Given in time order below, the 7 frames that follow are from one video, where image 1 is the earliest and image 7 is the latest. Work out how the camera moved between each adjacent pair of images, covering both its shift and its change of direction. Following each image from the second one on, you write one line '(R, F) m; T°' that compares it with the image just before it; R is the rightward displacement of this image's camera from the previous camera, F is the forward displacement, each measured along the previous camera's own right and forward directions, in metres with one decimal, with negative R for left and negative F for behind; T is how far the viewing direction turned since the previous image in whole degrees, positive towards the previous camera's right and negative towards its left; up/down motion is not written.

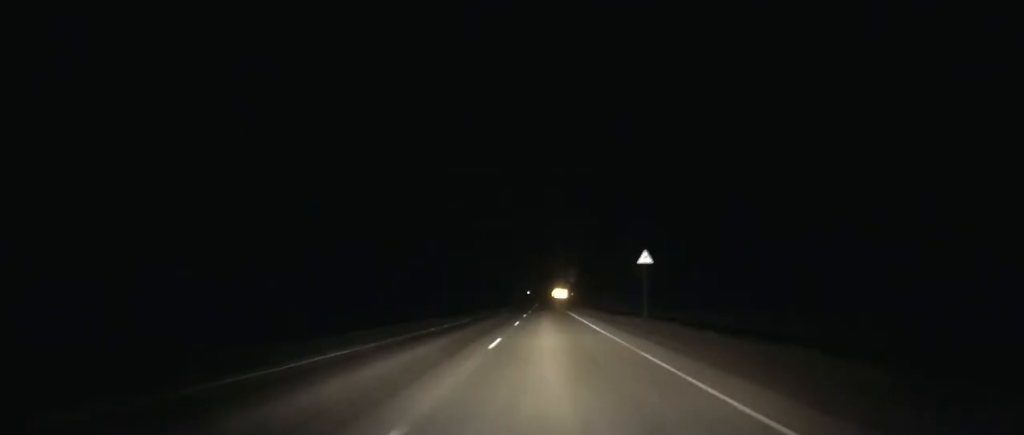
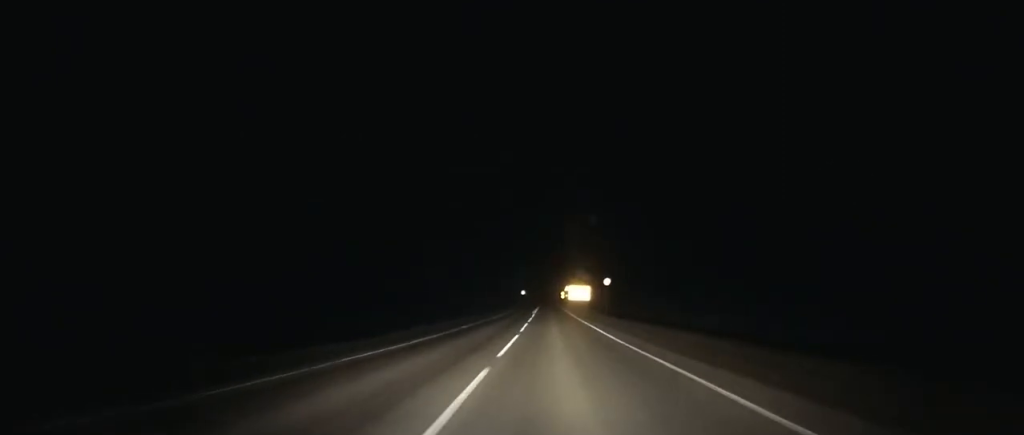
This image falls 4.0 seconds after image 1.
(-0.4, +117.8) m; 0°
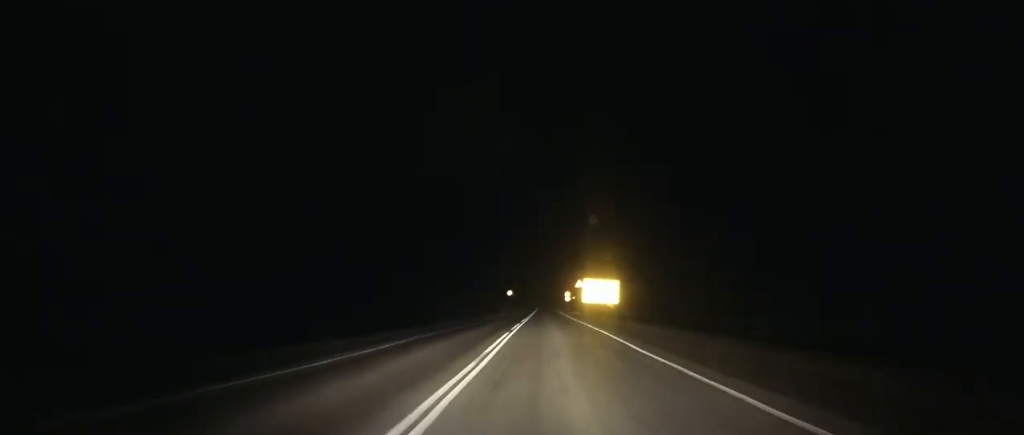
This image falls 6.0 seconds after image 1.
(+0.1, +55.4) m; 0°
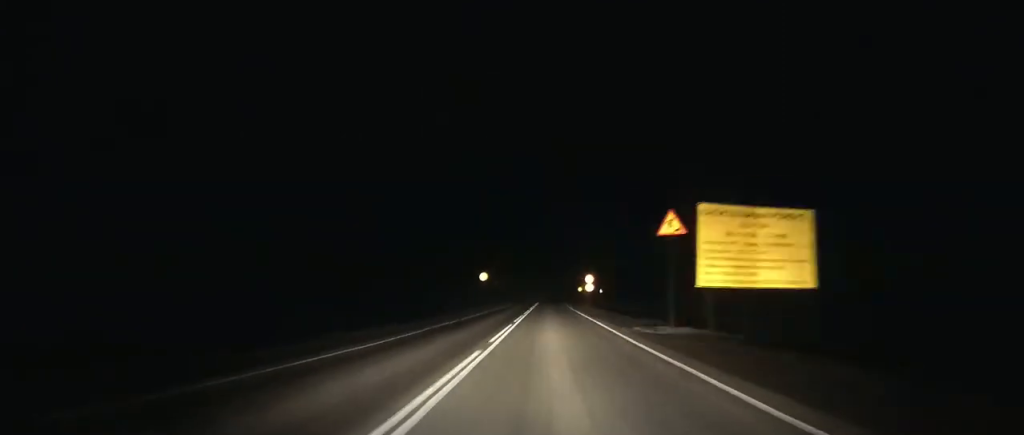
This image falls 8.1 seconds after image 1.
(+0.1, +54.3) m; 0°
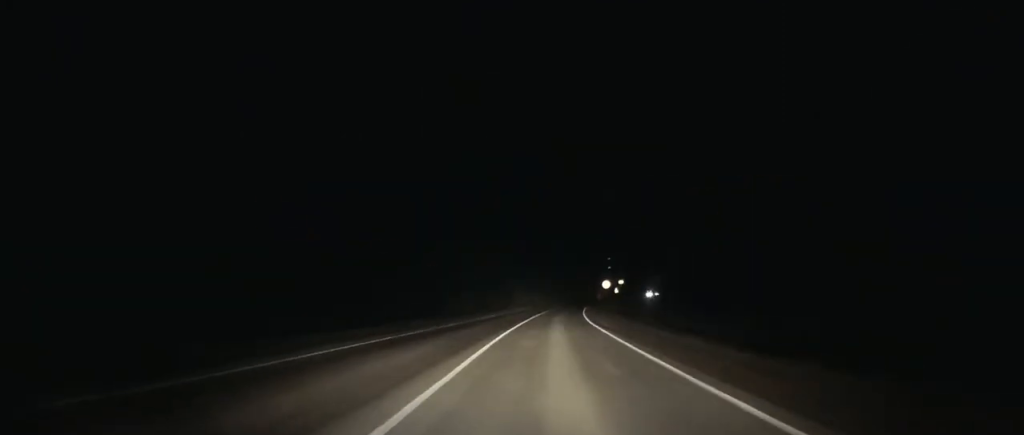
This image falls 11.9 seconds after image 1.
(+0.3, +91.9) m; +2°
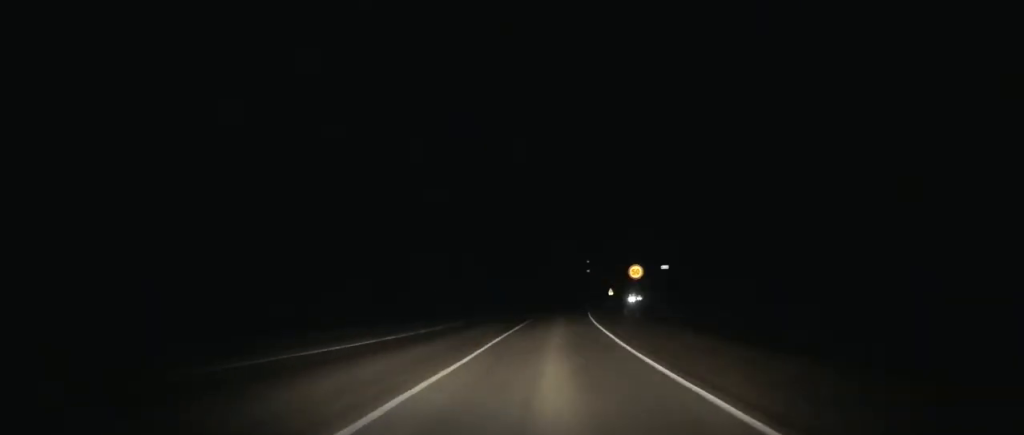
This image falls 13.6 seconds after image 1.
(+0.5, +40.1) m; +2°
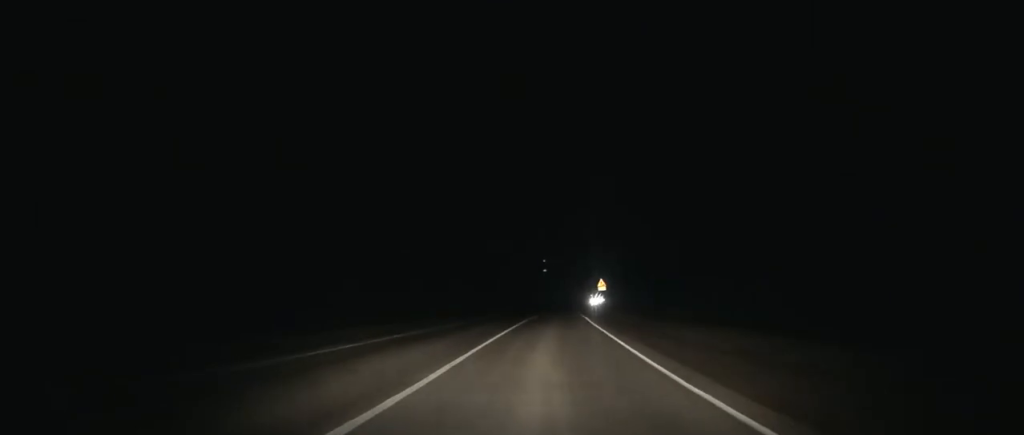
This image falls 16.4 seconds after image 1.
(+1.9, +65.2) m; +4°
